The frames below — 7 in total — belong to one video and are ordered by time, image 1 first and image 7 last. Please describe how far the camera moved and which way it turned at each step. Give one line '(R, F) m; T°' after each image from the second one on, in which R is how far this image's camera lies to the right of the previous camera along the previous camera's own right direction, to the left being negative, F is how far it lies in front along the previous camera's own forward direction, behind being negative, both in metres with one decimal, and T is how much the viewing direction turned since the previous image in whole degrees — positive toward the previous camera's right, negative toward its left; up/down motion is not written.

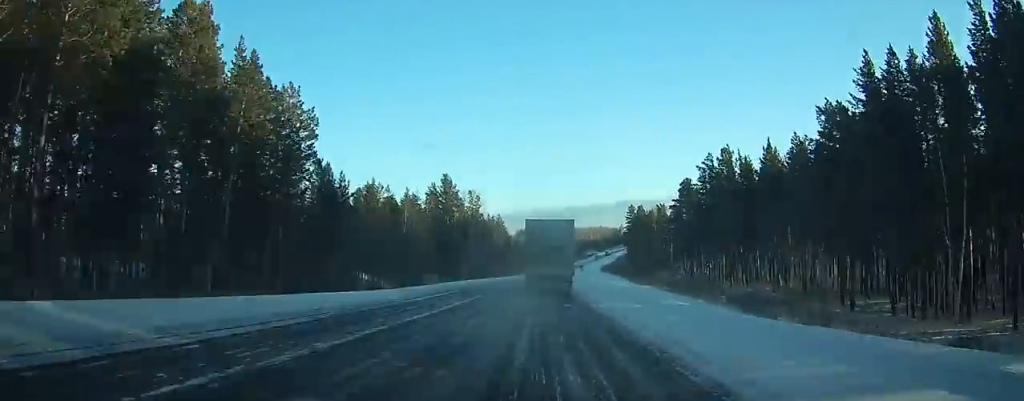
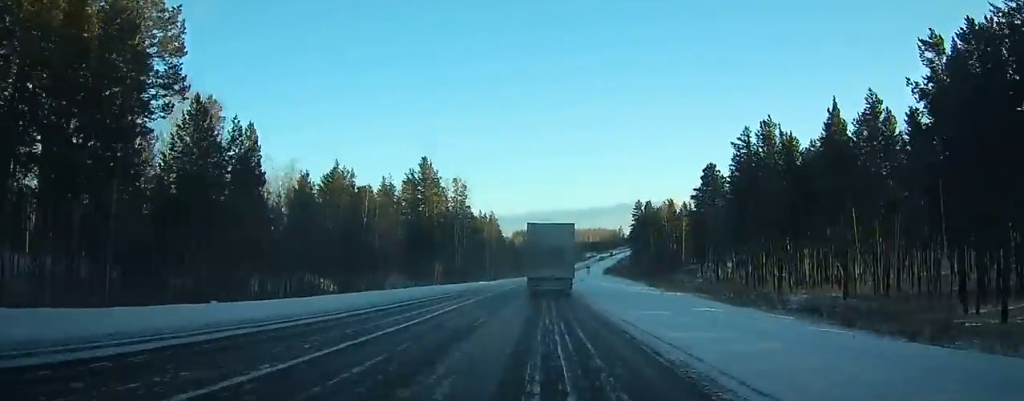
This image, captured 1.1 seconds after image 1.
(+0.1, +23.5) m; 0°
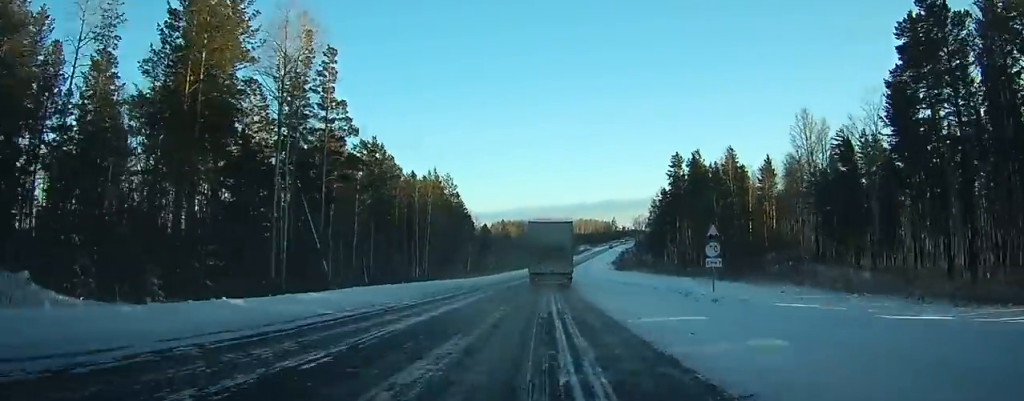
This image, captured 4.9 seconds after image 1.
(+0.7, +80.6) m; +1°
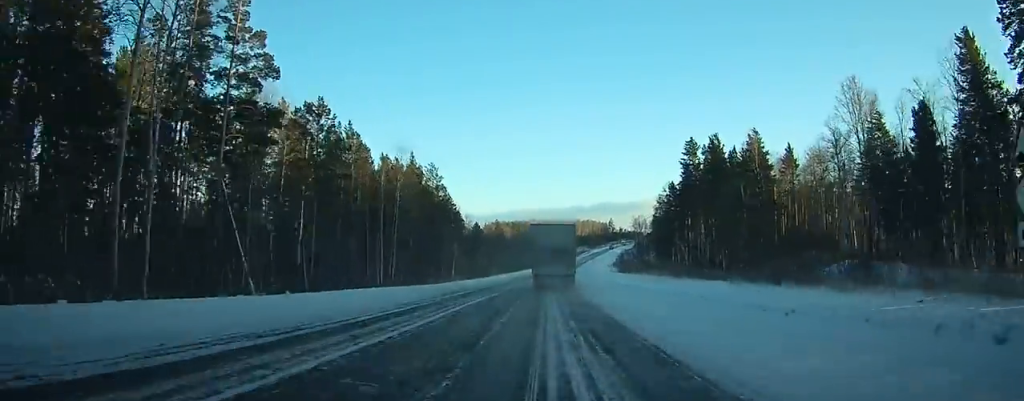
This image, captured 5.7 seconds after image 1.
(+0.1, +17.3) m; +1°
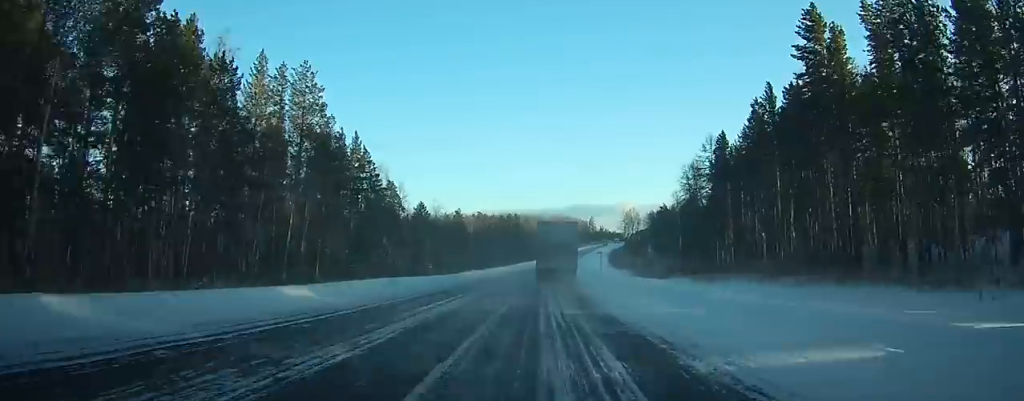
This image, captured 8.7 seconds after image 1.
(+1.5, +65.6) m; +2°
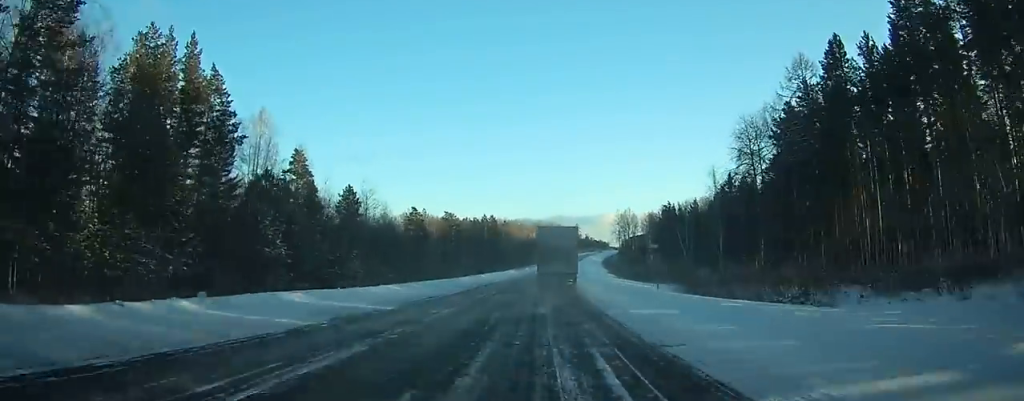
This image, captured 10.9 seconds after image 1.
(+0.5, +48.8) m; +2°
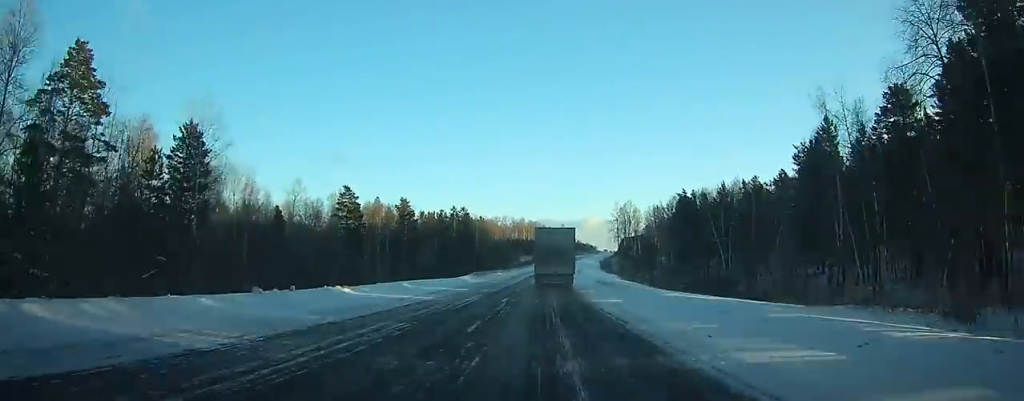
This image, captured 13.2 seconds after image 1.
(+1.0, +50.6) m; +2°
